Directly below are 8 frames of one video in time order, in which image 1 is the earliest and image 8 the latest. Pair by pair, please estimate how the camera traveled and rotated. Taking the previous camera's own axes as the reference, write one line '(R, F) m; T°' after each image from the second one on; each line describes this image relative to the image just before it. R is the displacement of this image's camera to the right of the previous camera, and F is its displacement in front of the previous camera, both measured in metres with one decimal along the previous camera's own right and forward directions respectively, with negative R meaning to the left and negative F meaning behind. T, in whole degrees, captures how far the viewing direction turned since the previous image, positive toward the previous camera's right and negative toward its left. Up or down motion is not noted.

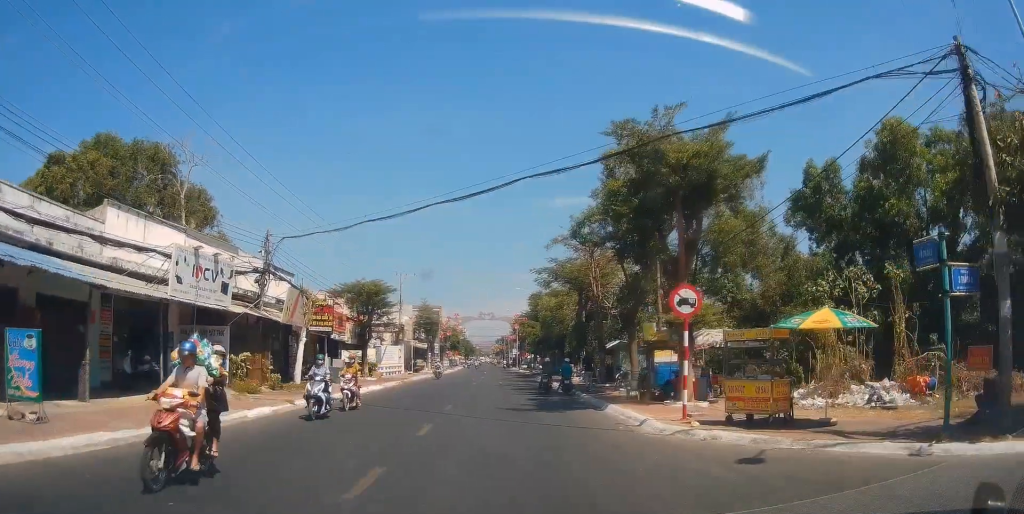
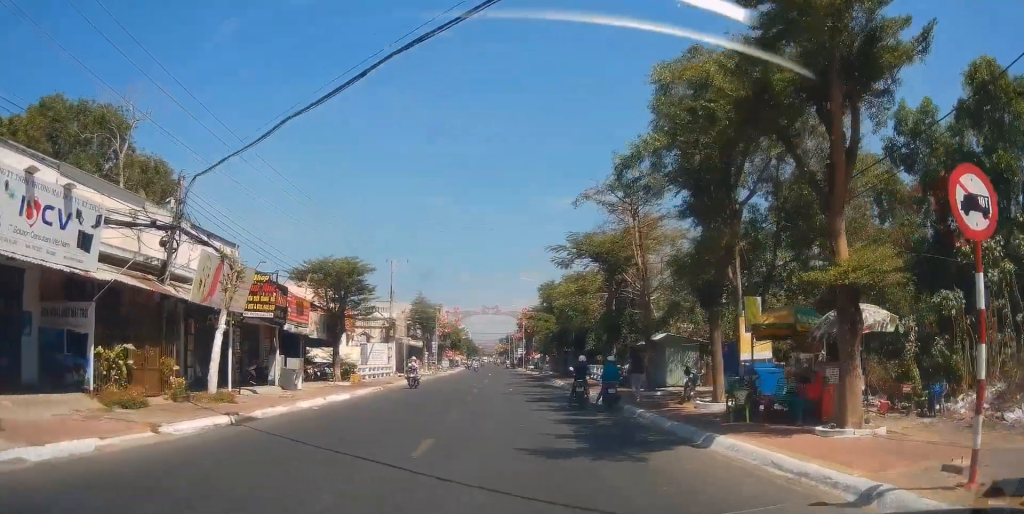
(0.0, +9.2) m; +2°
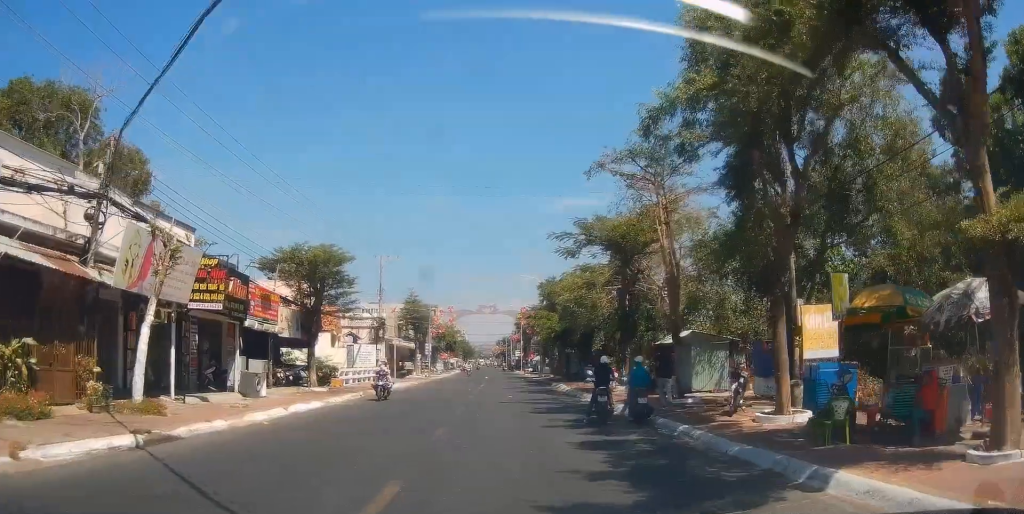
(+0.1, +4.2) m; +1°
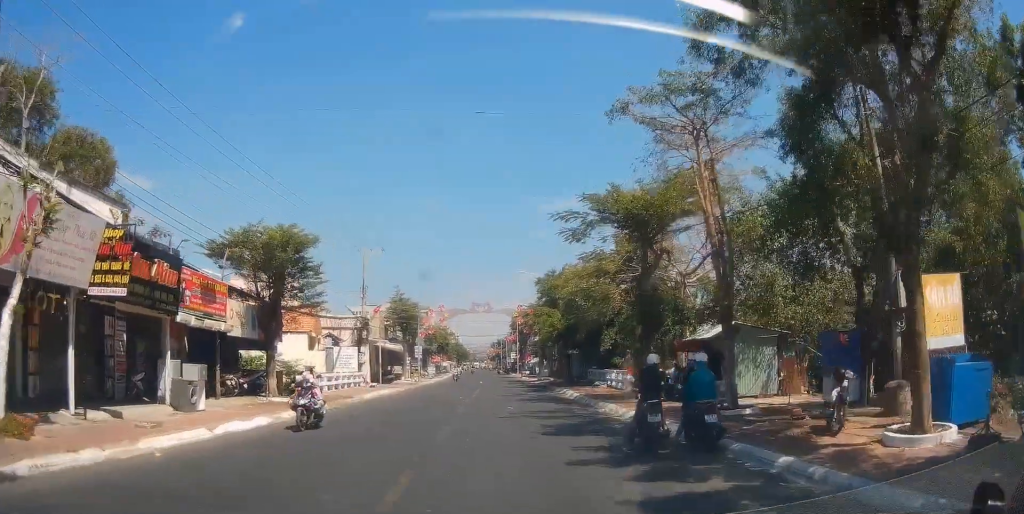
(+0.1, +5.0) m; +1°
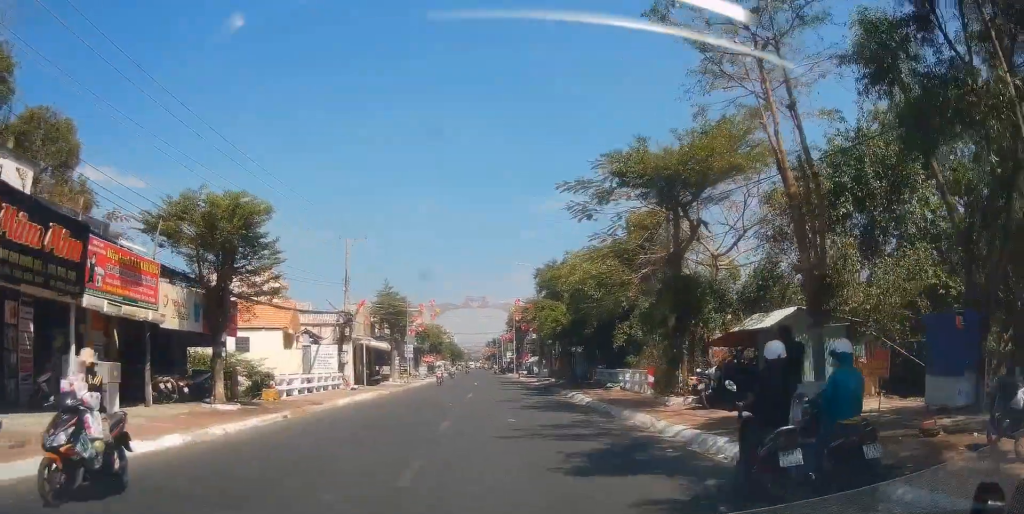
(0.0, +4.8) m; -1°
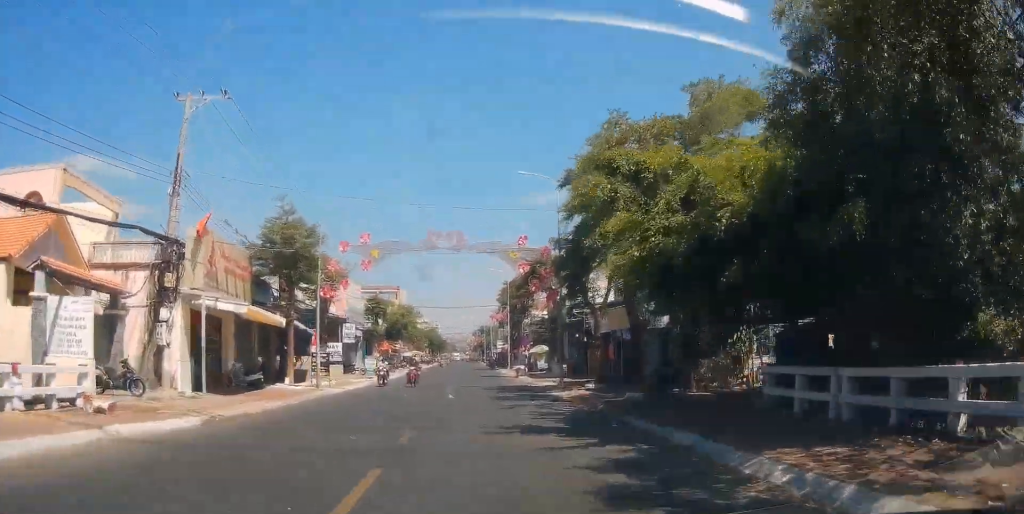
(-0.7, +24.7) m; -1°
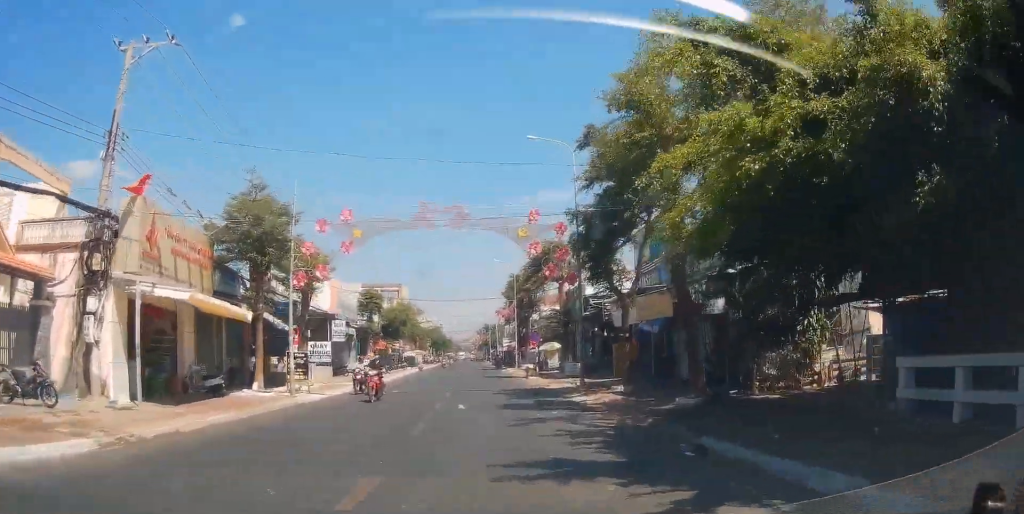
(0.0, +4.5) m; 0°
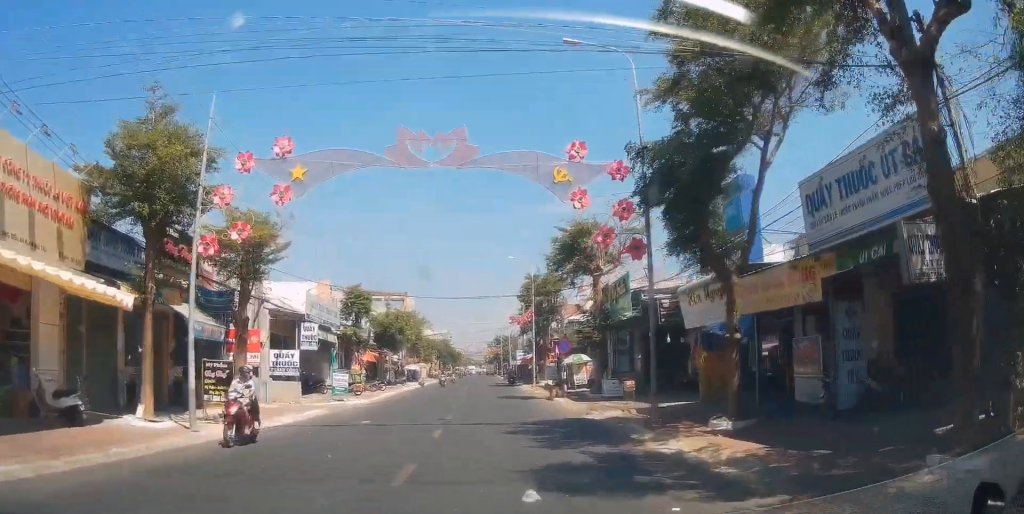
(-0.2, +9.1) m; +2°
